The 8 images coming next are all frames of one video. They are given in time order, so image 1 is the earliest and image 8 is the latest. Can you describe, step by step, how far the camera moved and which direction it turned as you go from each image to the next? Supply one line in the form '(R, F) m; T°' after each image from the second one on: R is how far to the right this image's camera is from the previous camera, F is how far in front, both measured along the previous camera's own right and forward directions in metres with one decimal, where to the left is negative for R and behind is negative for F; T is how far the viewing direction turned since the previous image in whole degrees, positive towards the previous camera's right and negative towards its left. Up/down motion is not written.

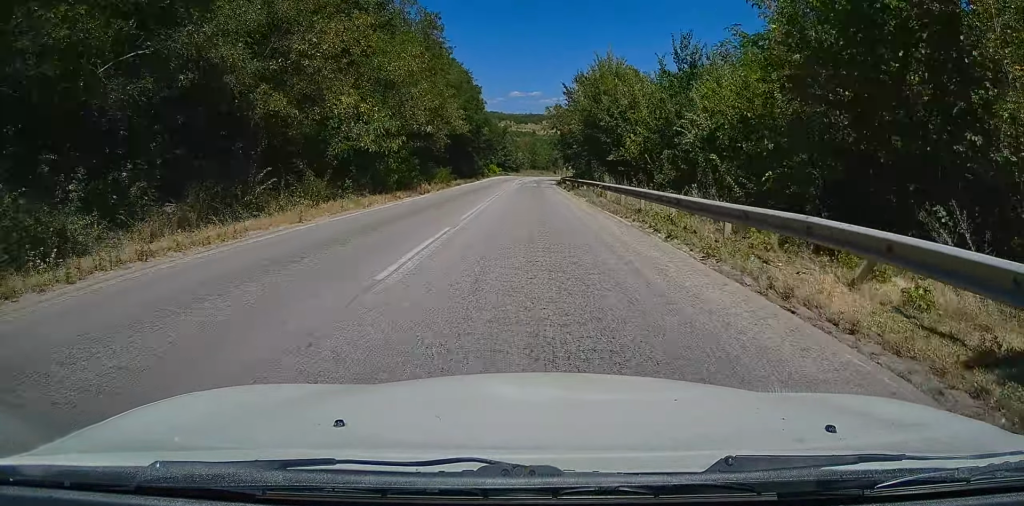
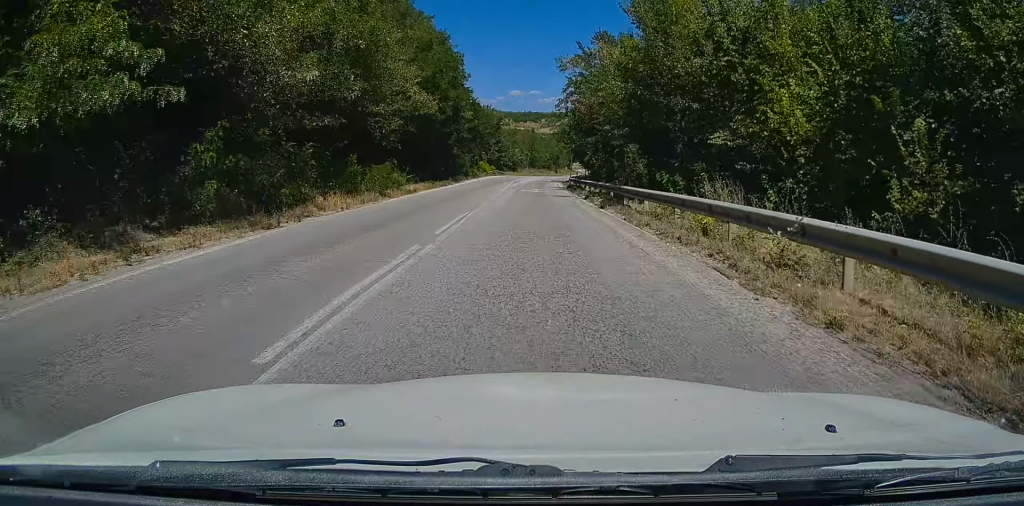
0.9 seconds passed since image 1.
(0.0, +20.5) m; 0°
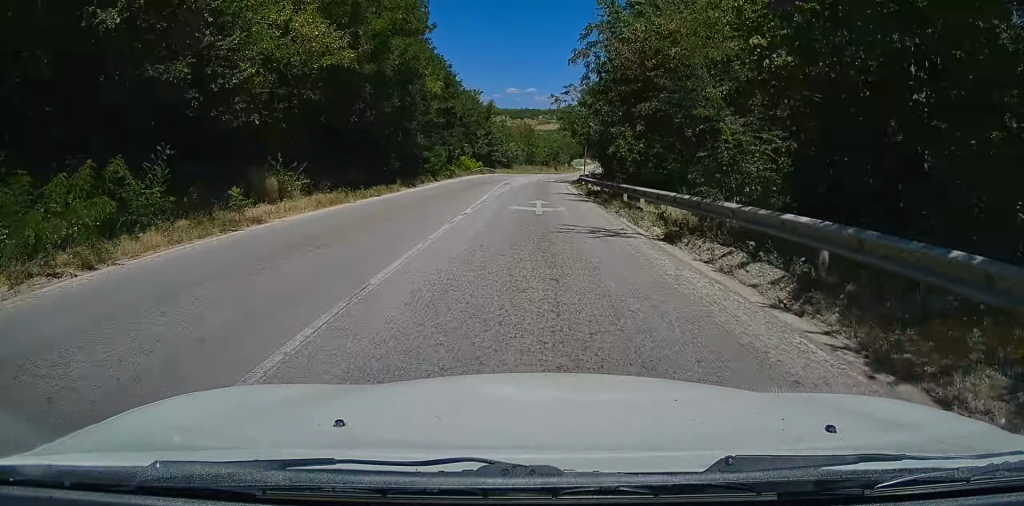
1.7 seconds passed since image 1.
(-0.1, +19.5) m; 0°
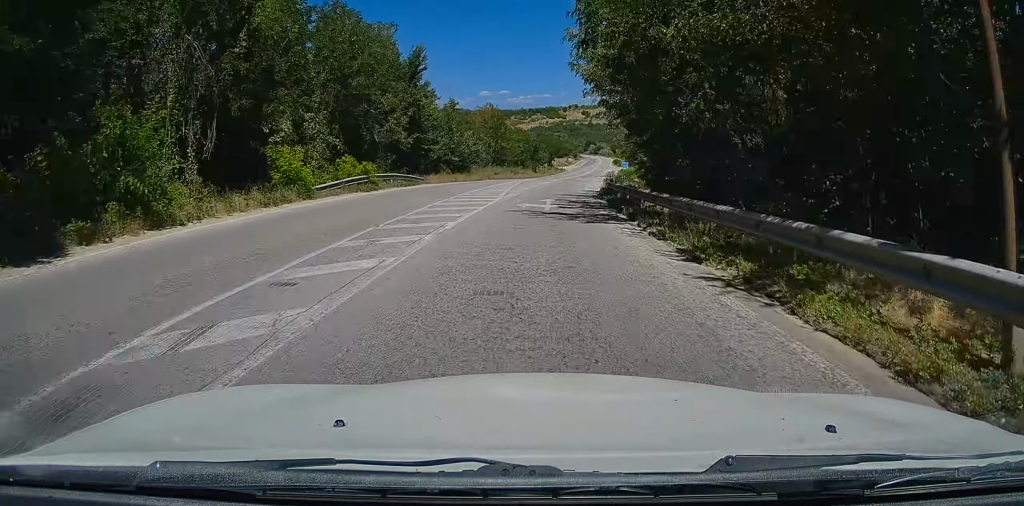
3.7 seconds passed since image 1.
(+0.1, +44.4) m; +2°
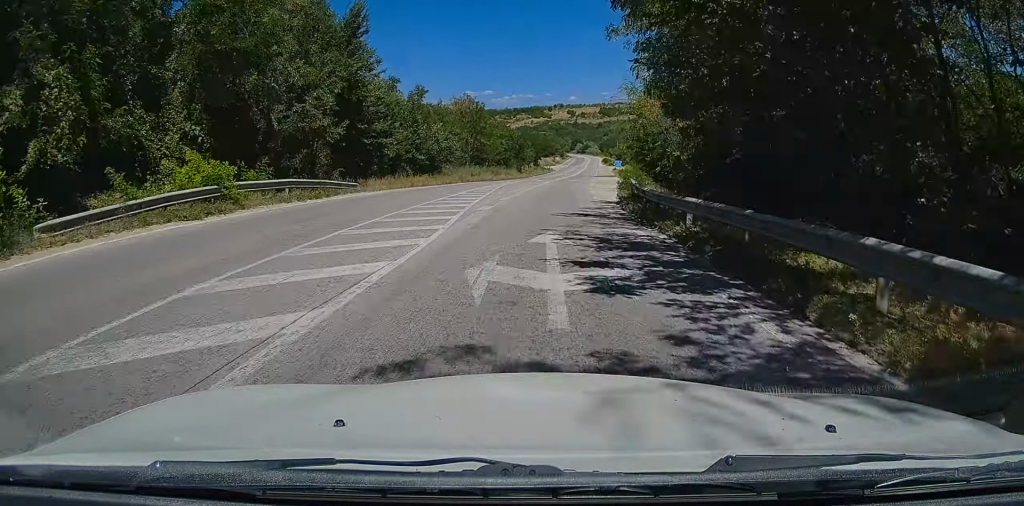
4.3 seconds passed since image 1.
(+0.1, +14.5) m; +1°
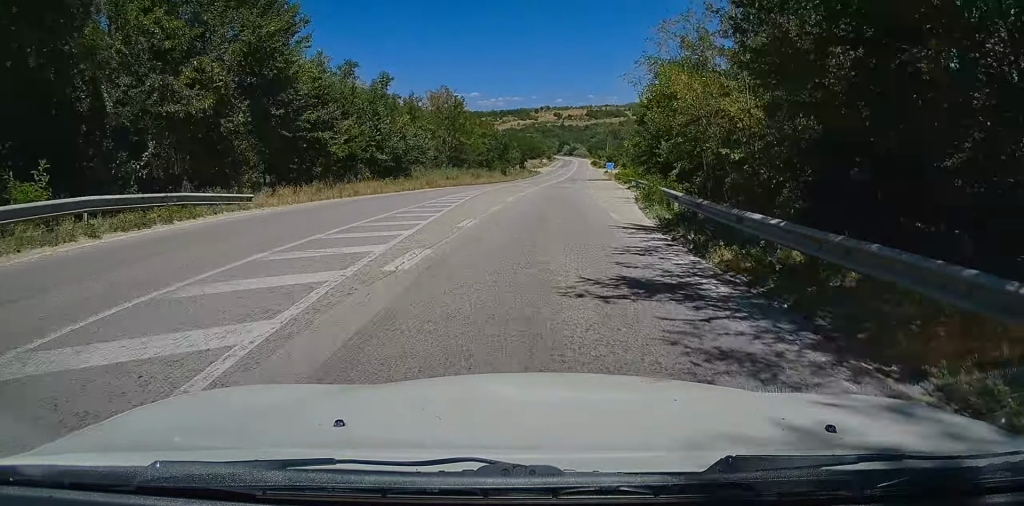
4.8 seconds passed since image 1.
(+0.1, +10.6) m; +1°
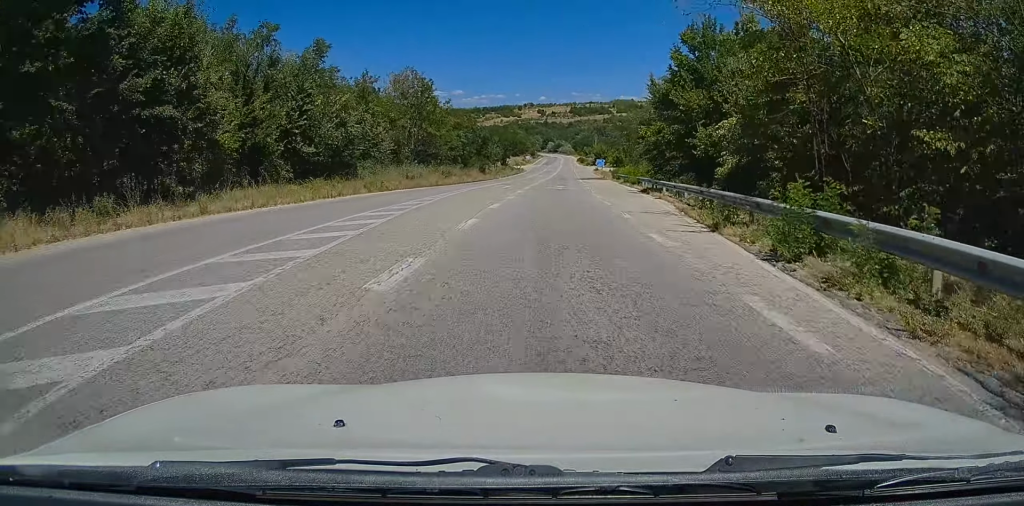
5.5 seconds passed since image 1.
(+0.1, +13.3) m; +1°
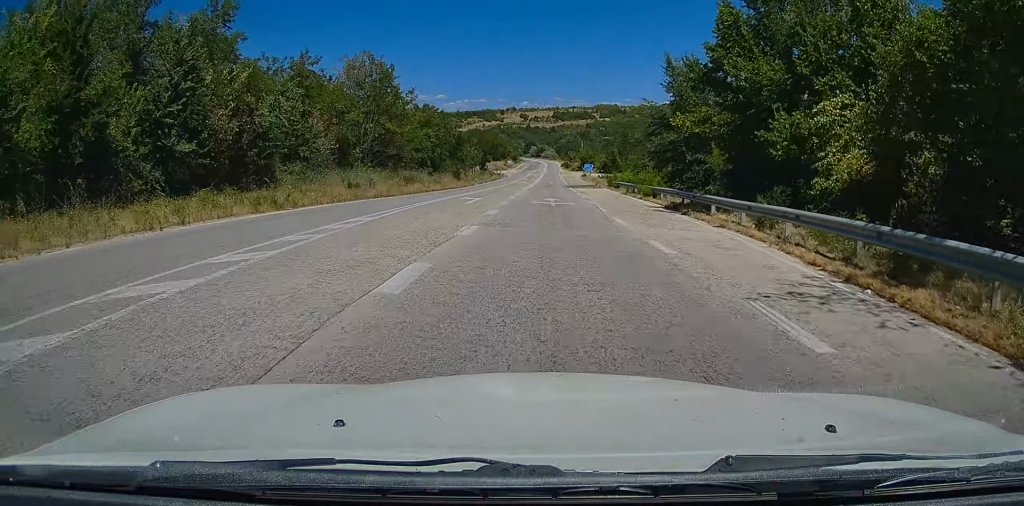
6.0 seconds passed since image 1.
(+0.2, +11.8) m; +1°
